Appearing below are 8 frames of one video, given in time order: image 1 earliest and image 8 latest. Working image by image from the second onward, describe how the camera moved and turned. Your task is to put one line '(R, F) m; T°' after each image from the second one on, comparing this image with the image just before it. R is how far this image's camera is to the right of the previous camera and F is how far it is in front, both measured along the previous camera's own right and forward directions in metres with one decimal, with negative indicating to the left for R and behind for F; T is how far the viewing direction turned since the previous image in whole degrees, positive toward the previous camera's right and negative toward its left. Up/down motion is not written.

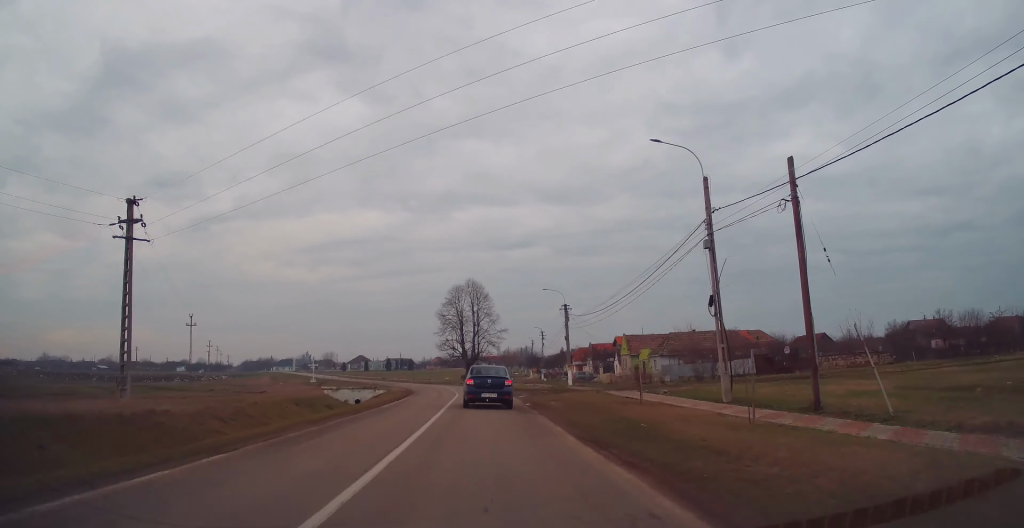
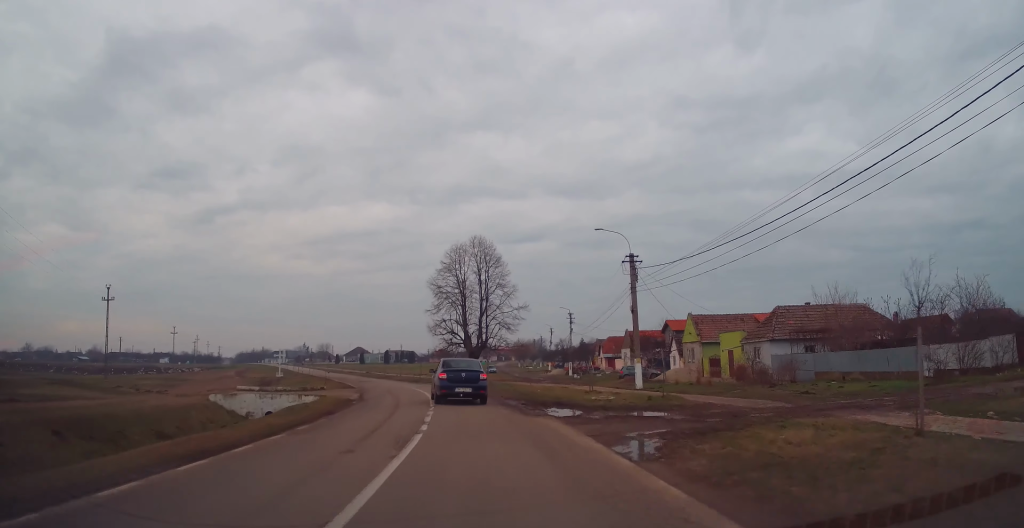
(-0.1, +25.7) m; -1°
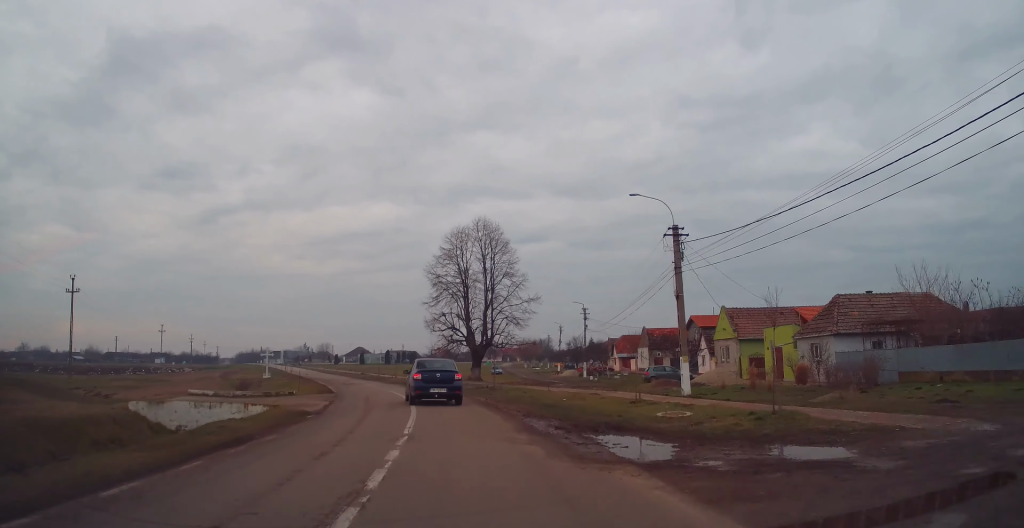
(+0.1, +8.2) m; -1°
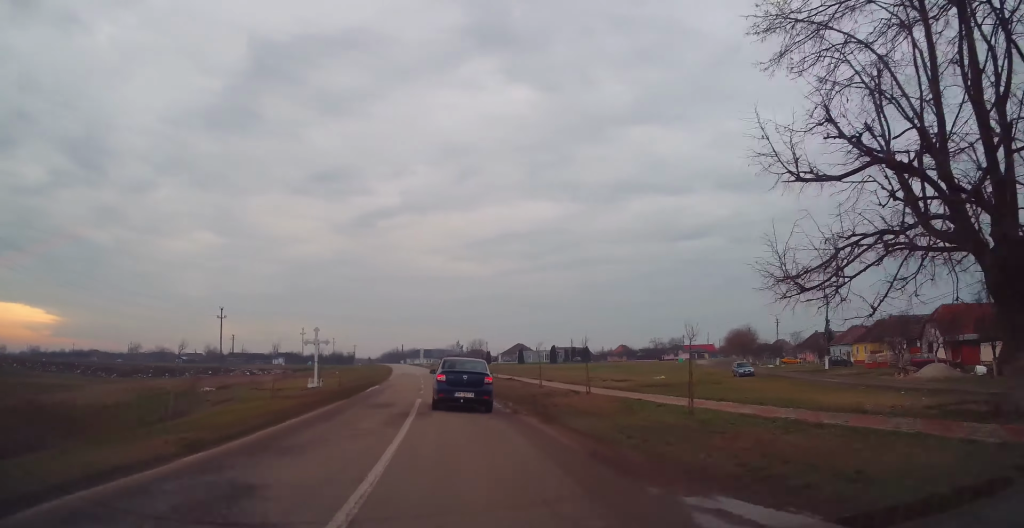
(-4.2, +45.7) m; -12°
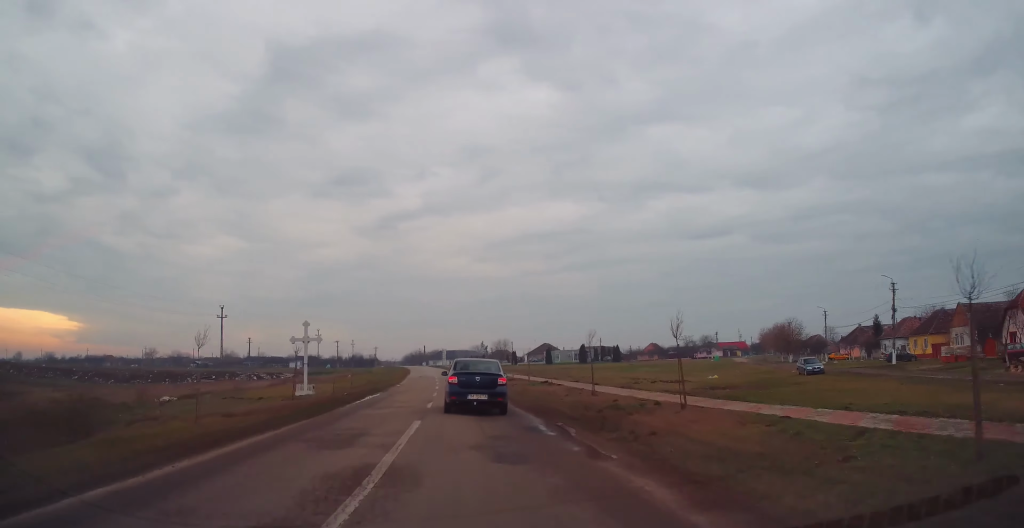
(-0.2, +8.9) m; -3°
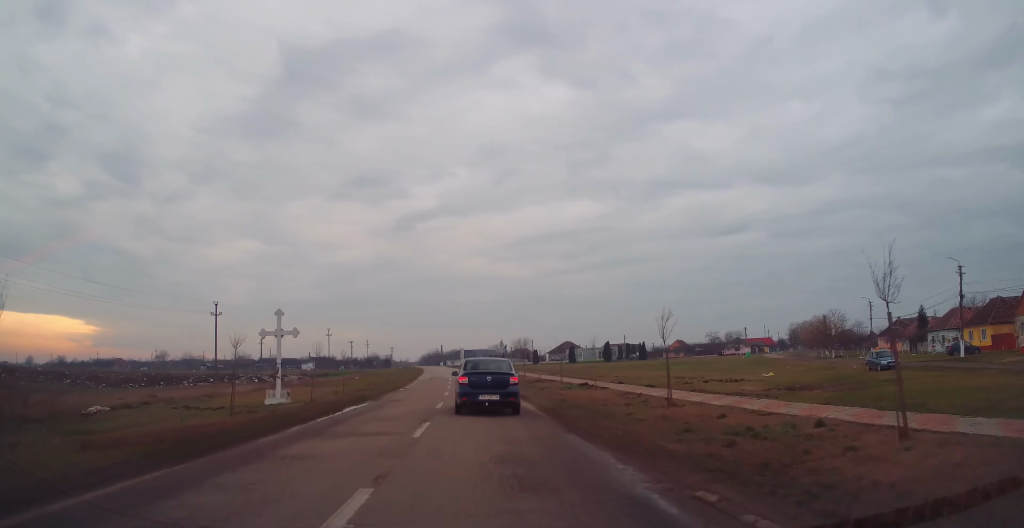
(-0.4, +8.3) m; -2°
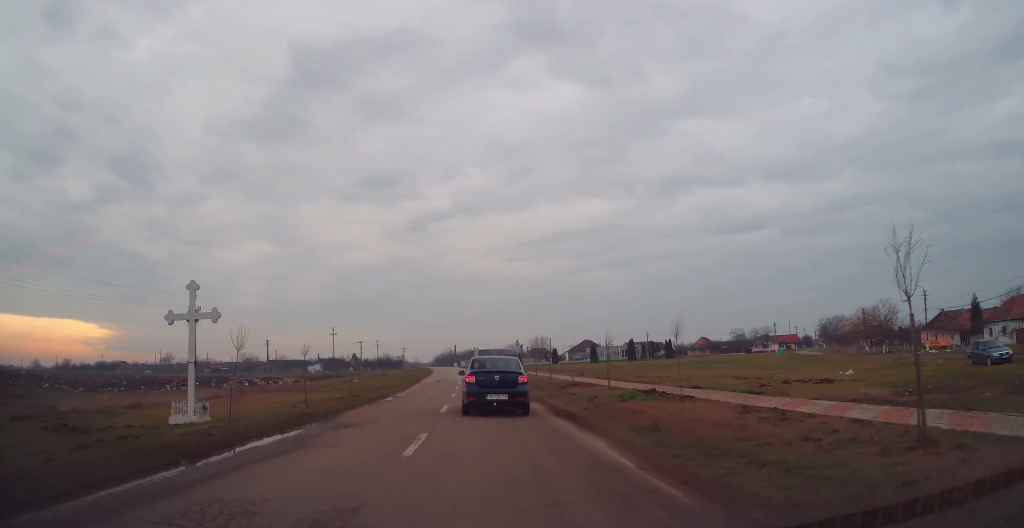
(-0.2, +10.5) m; -2°
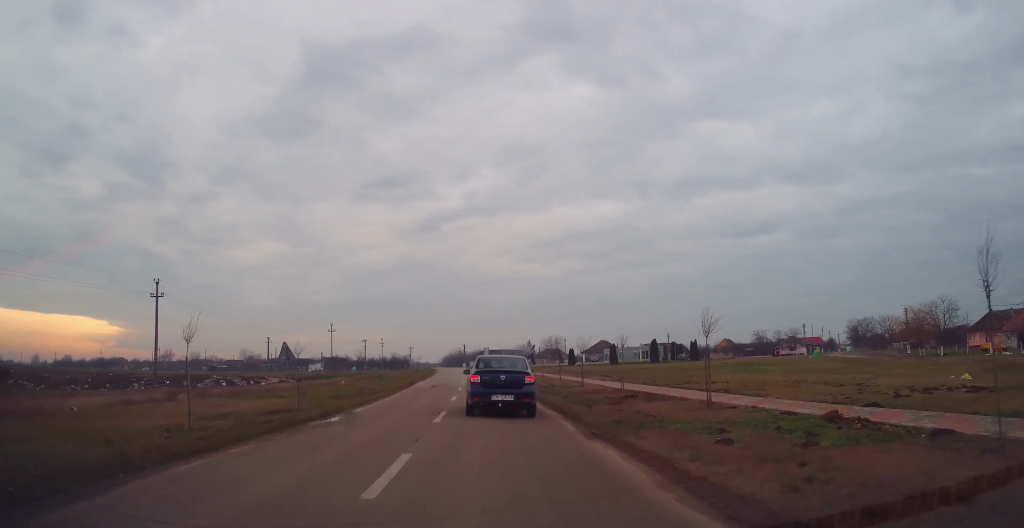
(+0.1, +11.6) m; -2°
